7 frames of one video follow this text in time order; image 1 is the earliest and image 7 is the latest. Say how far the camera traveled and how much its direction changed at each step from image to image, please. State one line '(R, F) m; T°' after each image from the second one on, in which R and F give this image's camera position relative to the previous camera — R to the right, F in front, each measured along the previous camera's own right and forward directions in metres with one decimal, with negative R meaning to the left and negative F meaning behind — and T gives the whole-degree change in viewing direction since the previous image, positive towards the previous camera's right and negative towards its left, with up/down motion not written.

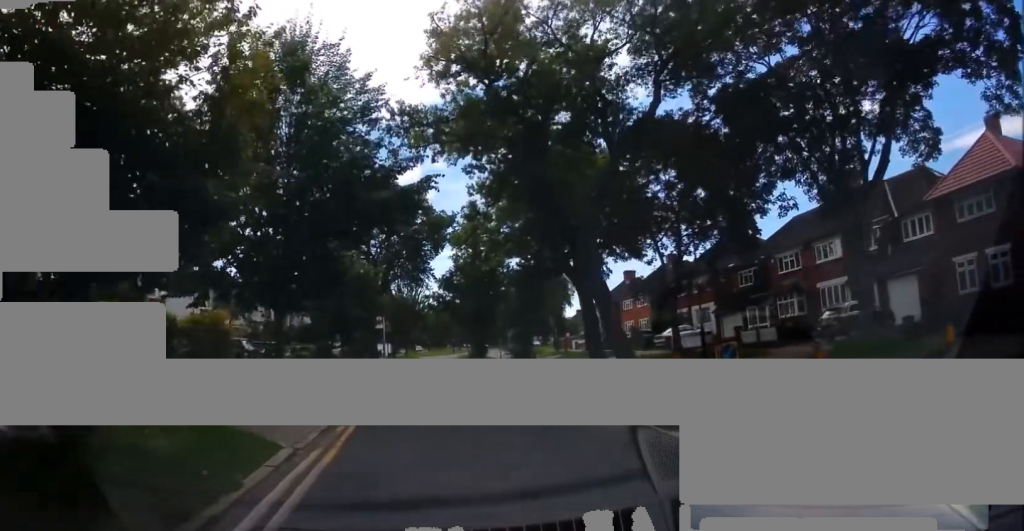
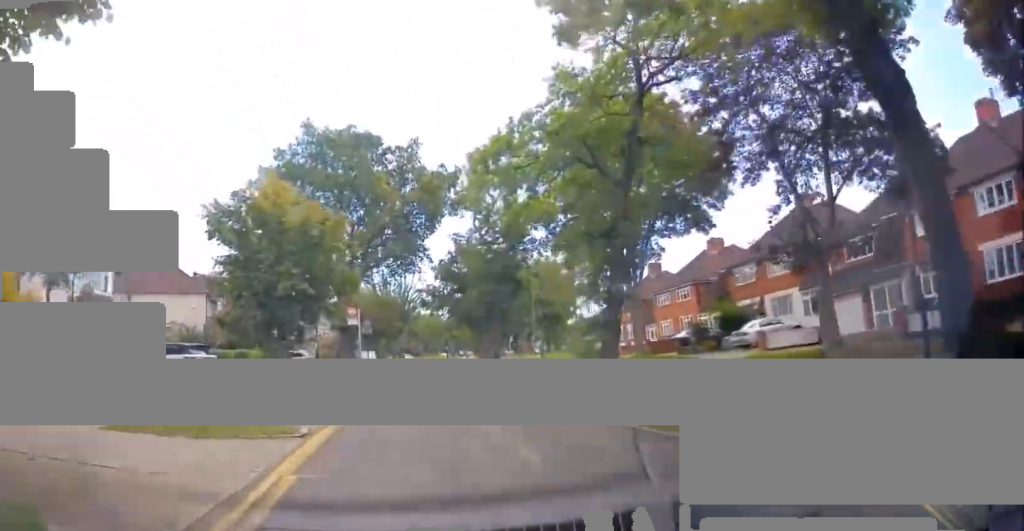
(-0.1, +14.4) m; +1°
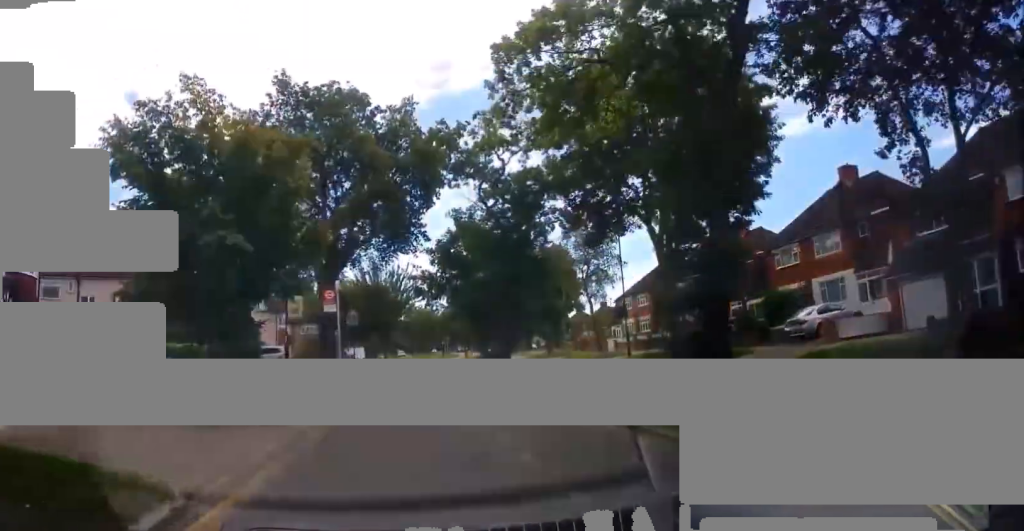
(+0.2, +6.5) m; +2°
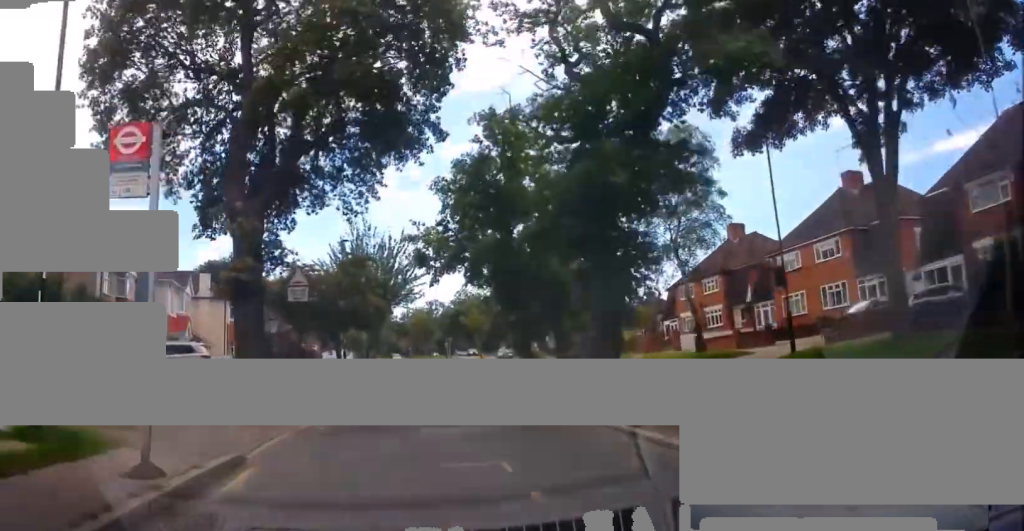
(0.0, +17.3) m; -1°
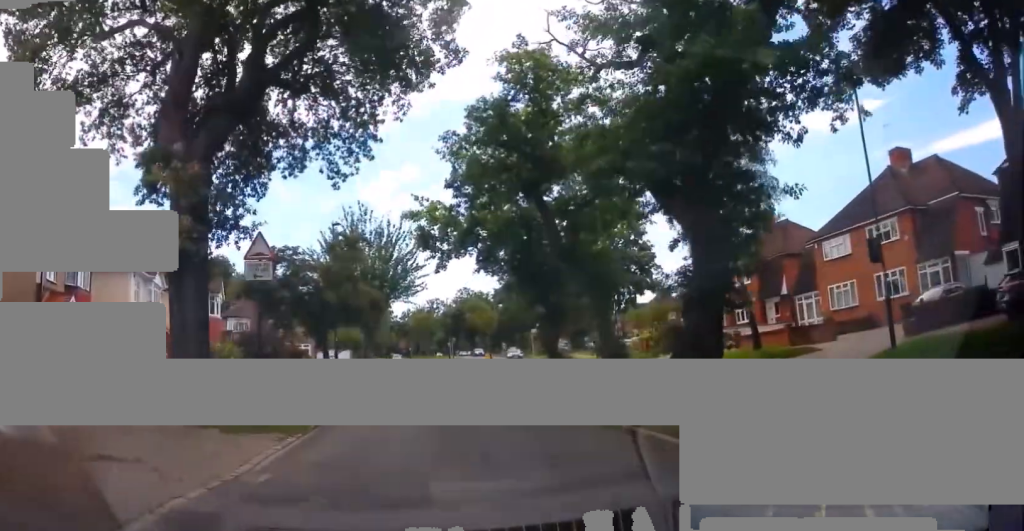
(0.0, +5.2) m; -1°
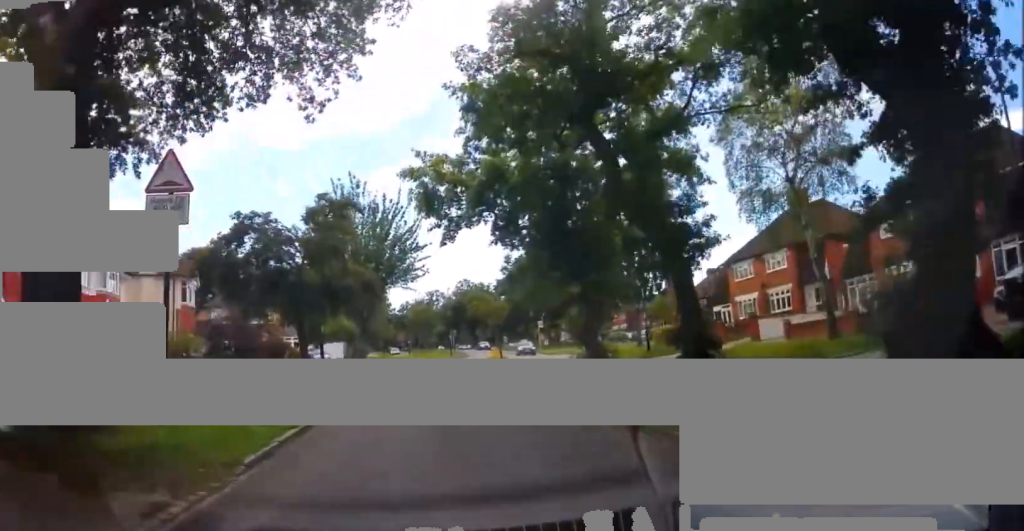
(-0.3, +5.6) m; +2°
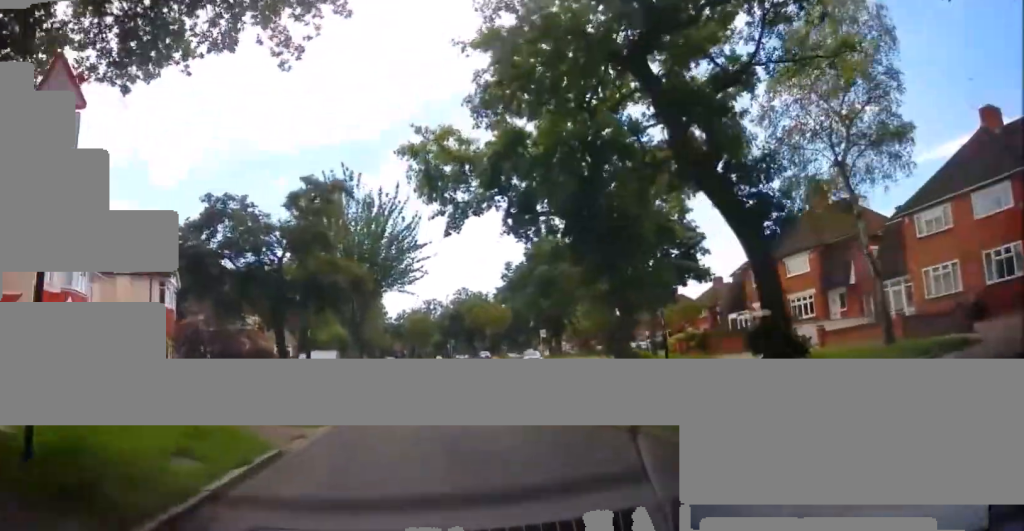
(0.0, +3.3) m; +1°
